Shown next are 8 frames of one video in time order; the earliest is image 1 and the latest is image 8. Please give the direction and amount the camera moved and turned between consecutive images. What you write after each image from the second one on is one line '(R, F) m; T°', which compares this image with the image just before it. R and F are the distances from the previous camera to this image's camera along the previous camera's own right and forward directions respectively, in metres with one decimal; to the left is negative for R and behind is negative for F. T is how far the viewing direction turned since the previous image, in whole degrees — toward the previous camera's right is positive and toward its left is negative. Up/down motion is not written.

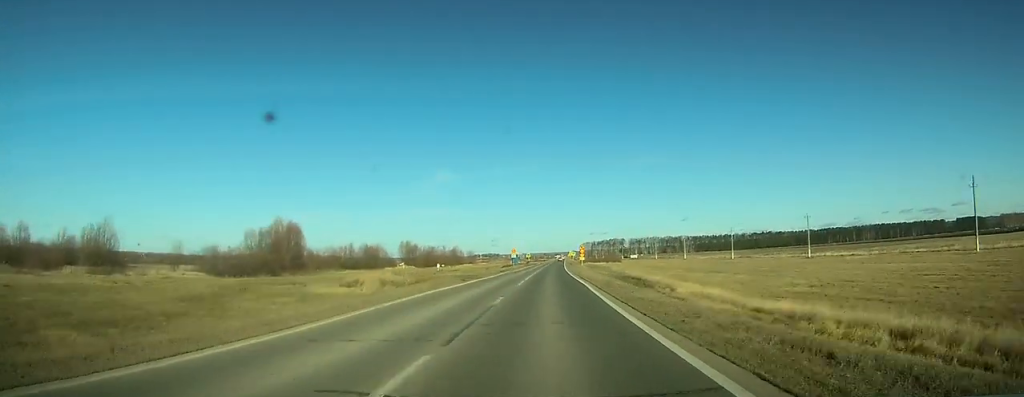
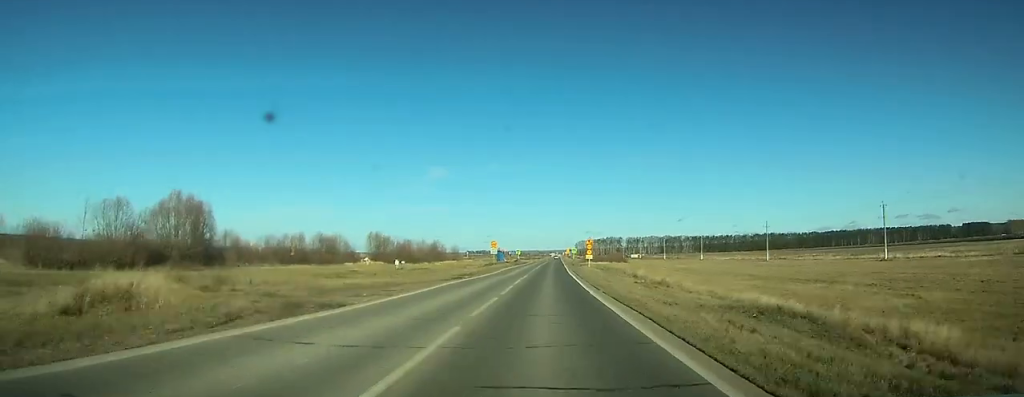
(+0.4, +32.7) m; +1°
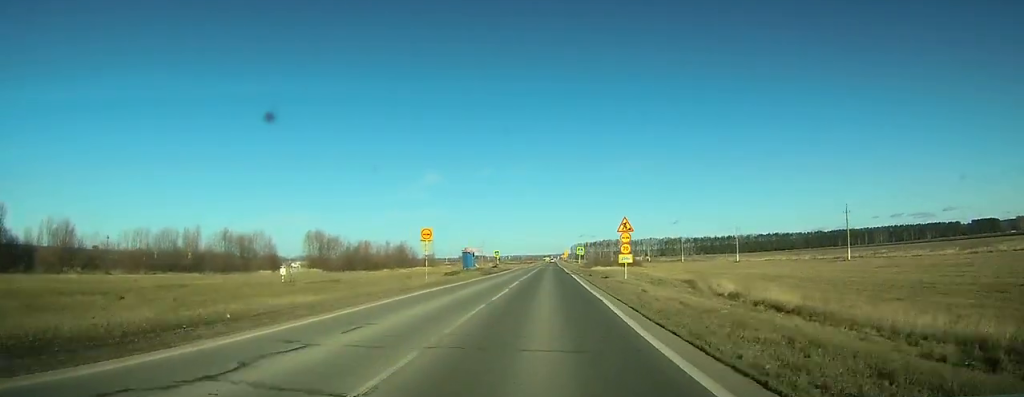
(+0.4, +42.3) m; +1°
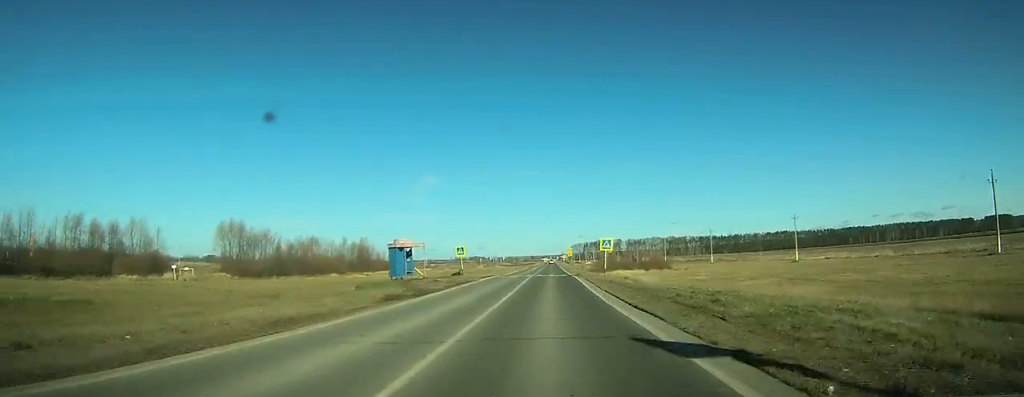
(+0.1, +36.4) m; 0°
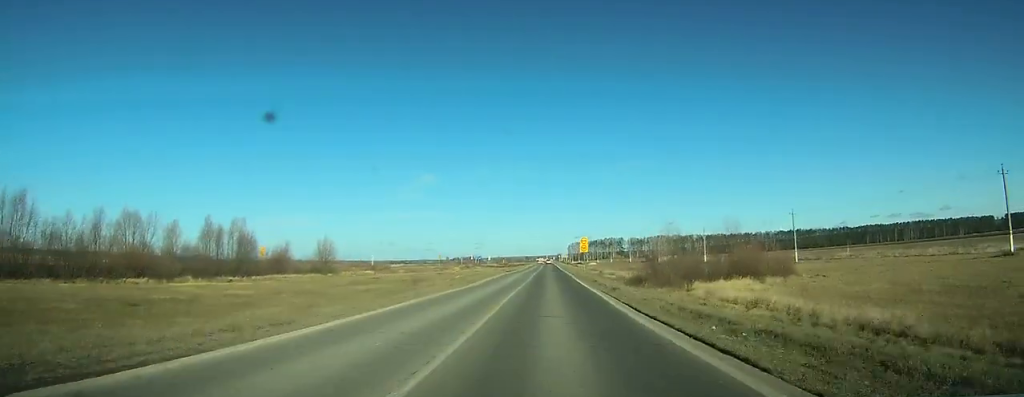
(0.0, +54.2) m; 0°
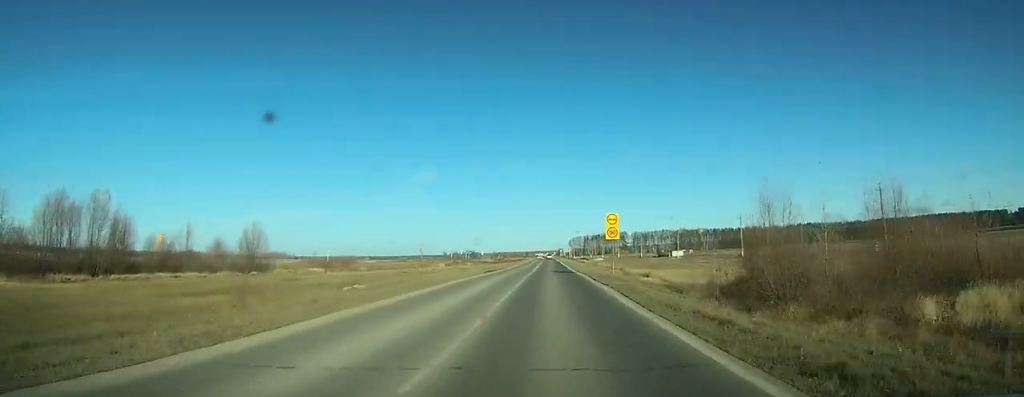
(0.0, +28.1) m; 0°
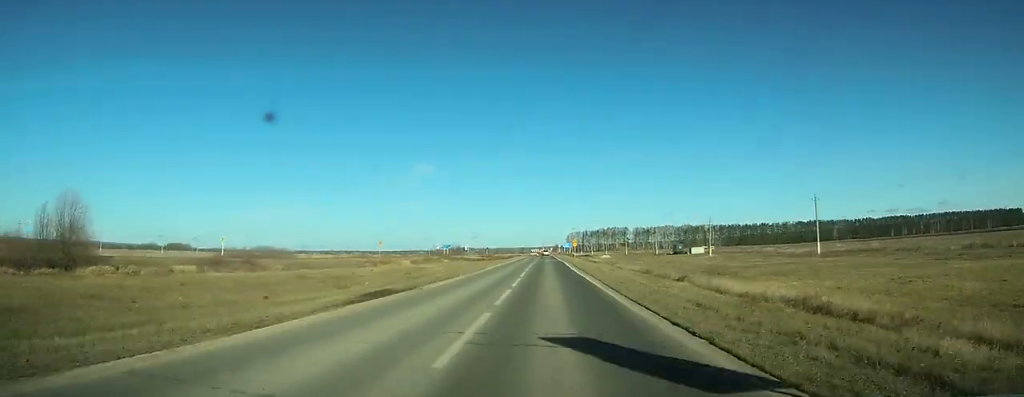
(0.0, +36.8) m; 0°
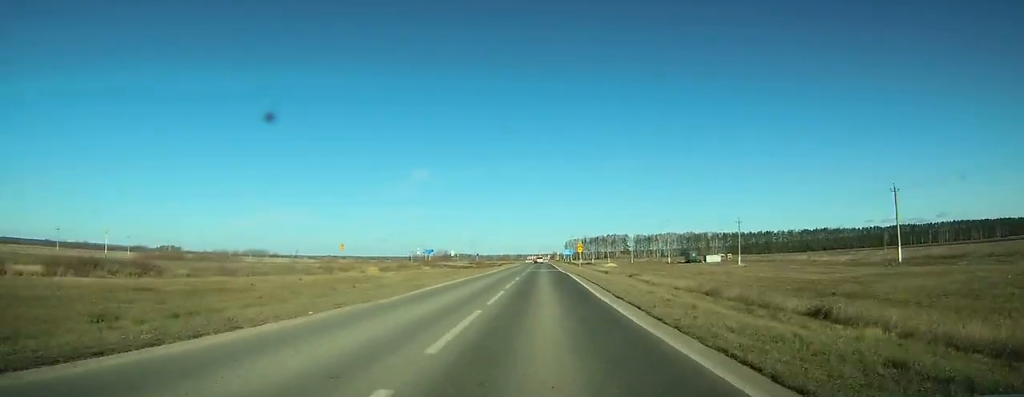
(+0.2, +22.2) m; 0°
